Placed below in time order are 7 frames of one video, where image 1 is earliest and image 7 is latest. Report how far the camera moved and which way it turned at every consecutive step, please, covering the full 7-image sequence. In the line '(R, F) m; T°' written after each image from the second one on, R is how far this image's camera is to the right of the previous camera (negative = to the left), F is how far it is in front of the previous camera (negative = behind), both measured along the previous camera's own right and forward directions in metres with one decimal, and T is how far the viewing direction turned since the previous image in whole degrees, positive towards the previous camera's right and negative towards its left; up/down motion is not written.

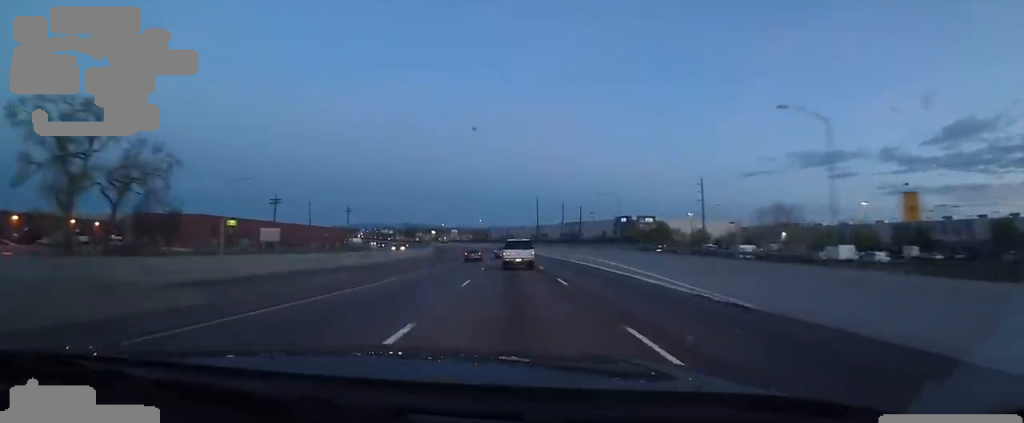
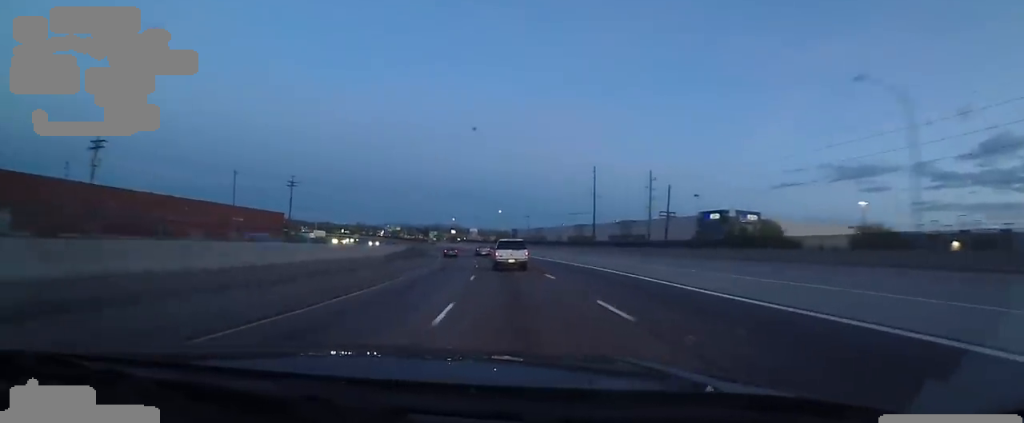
(-1.8, +58.3) m; -2°
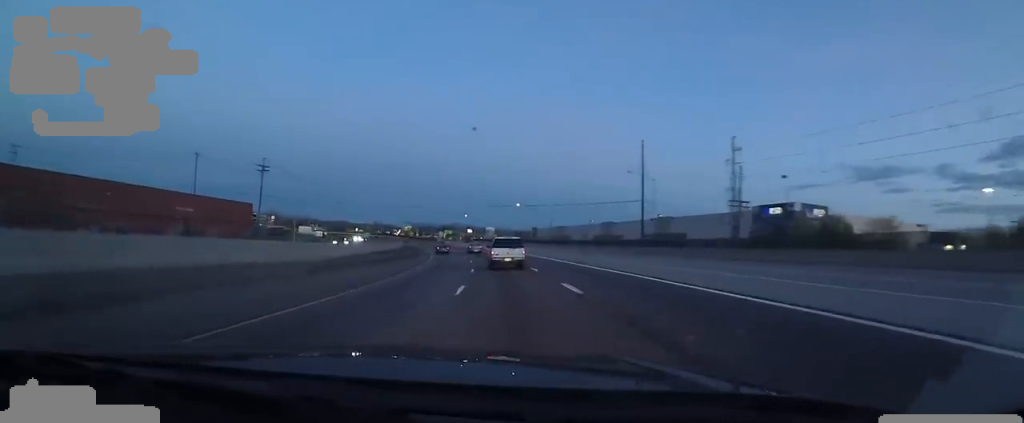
(-0.2, +19.4) m; -3°
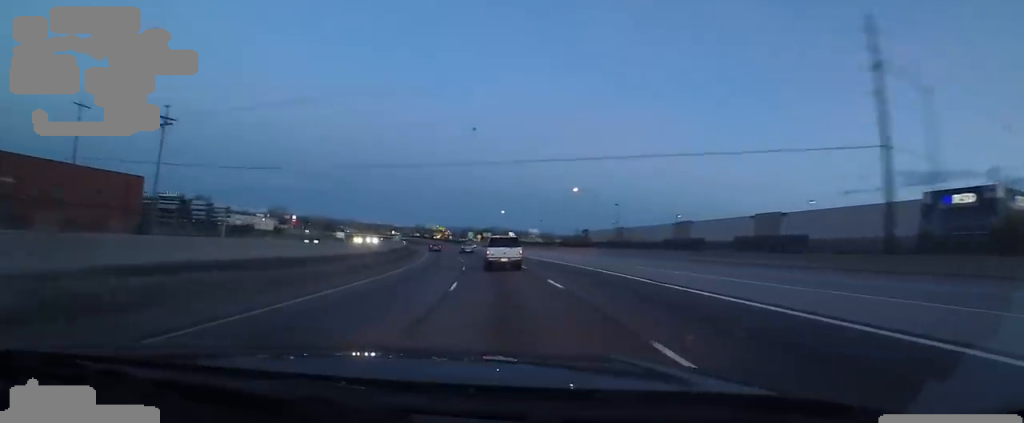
(-2.3, +34.9) m; -6°
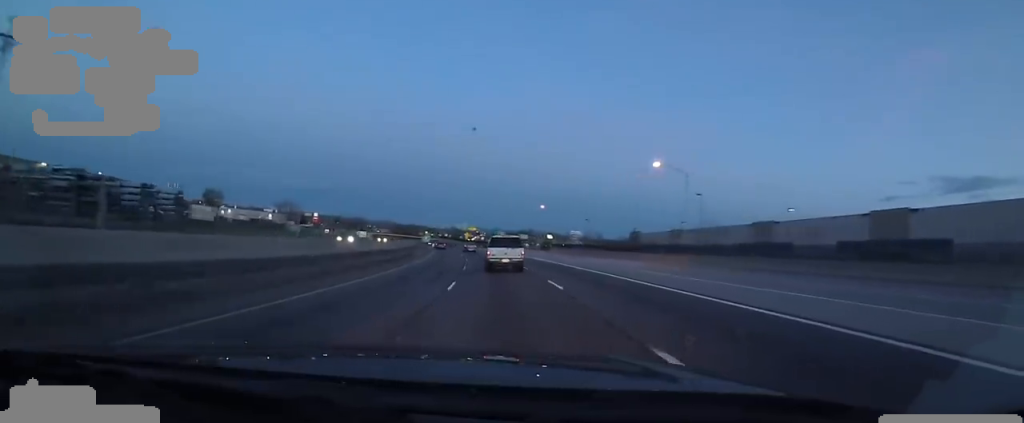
(-0.3, +24.5) m; -3°
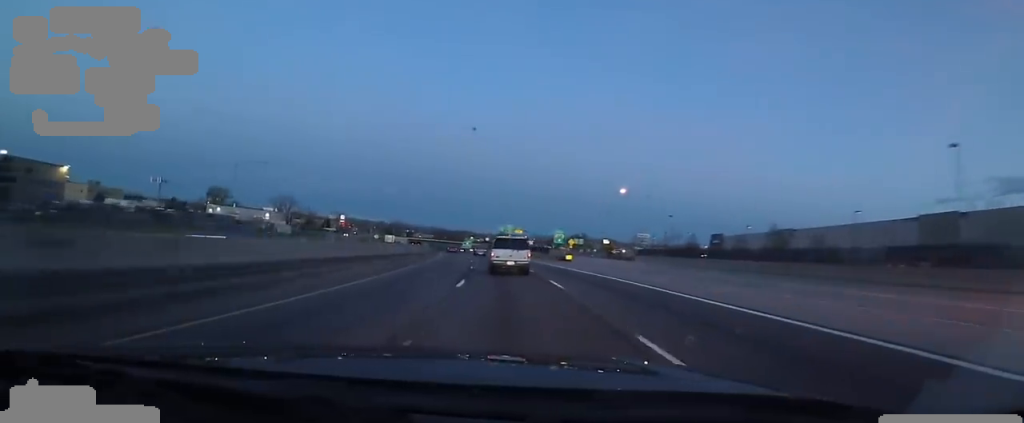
(-2.3, +36.0) m; -8°
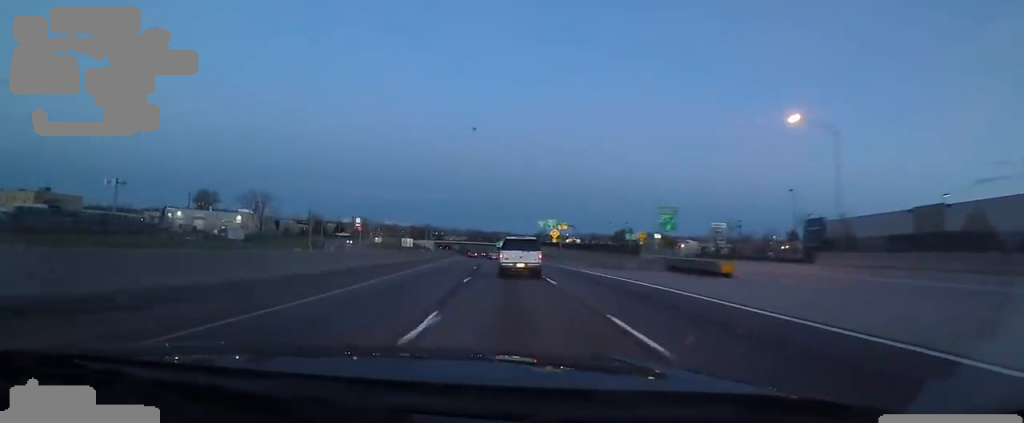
(-1.7, +34.8) m; -4°
